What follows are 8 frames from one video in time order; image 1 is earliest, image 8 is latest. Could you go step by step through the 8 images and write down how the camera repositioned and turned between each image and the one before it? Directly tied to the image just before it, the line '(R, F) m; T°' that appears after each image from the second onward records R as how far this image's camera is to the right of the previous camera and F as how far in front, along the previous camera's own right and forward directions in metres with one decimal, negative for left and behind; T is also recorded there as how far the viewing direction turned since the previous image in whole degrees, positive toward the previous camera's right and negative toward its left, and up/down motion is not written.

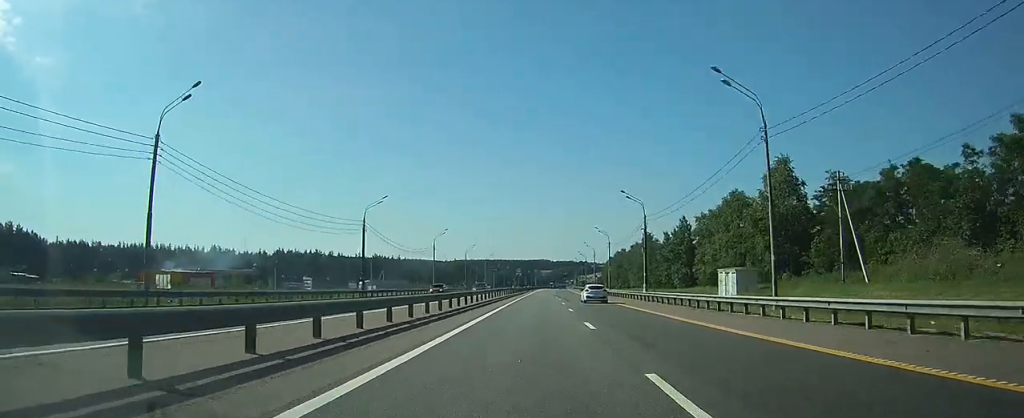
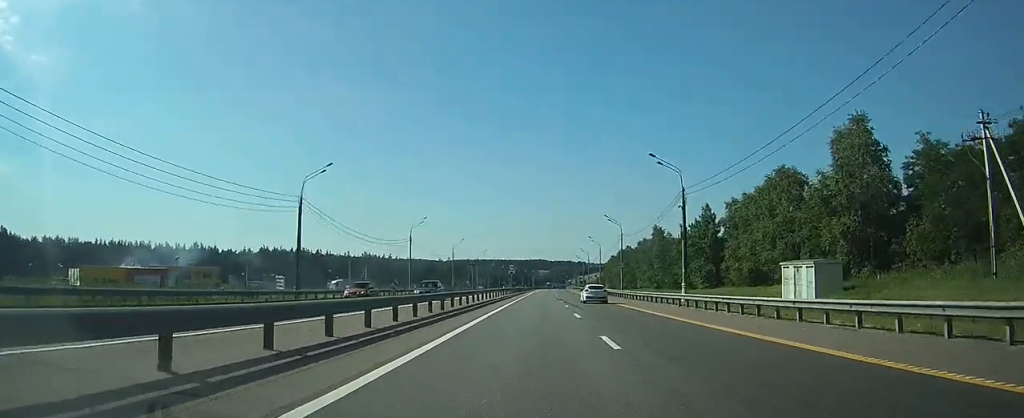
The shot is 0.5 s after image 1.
(+0.1, +17.3) m; 0°
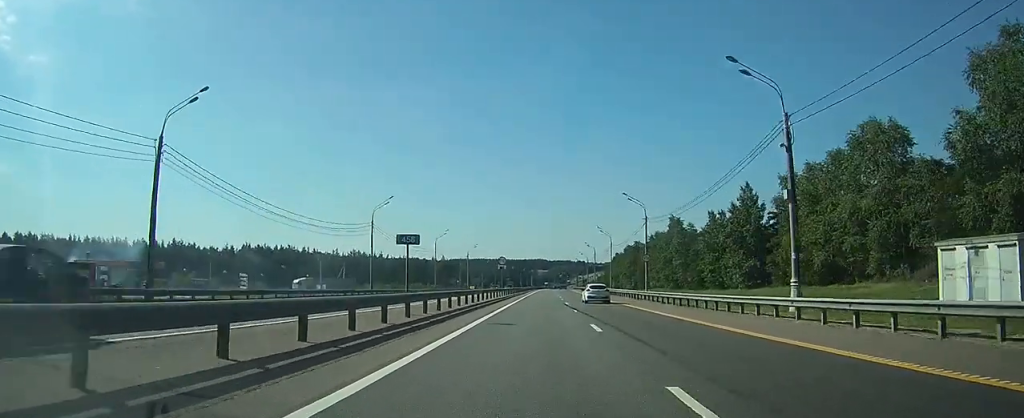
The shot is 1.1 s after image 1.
(+0.1, +19.5) m; 0°
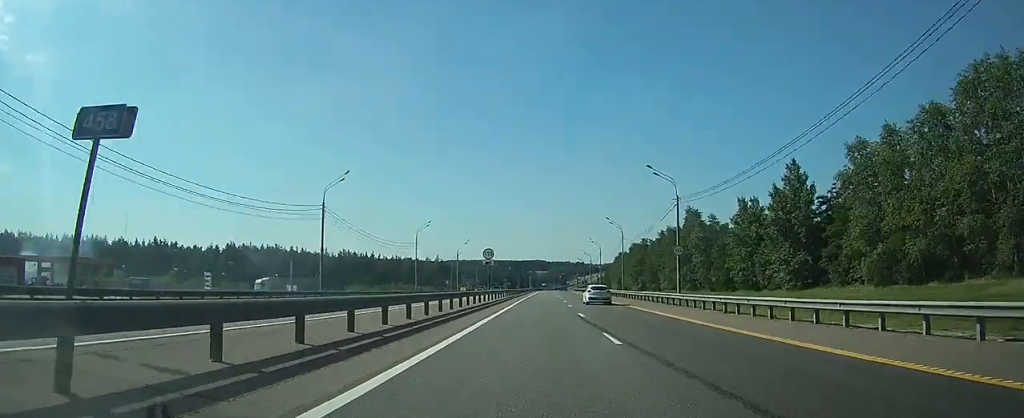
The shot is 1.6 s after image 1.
(+0.1, +15.2) m; 0°
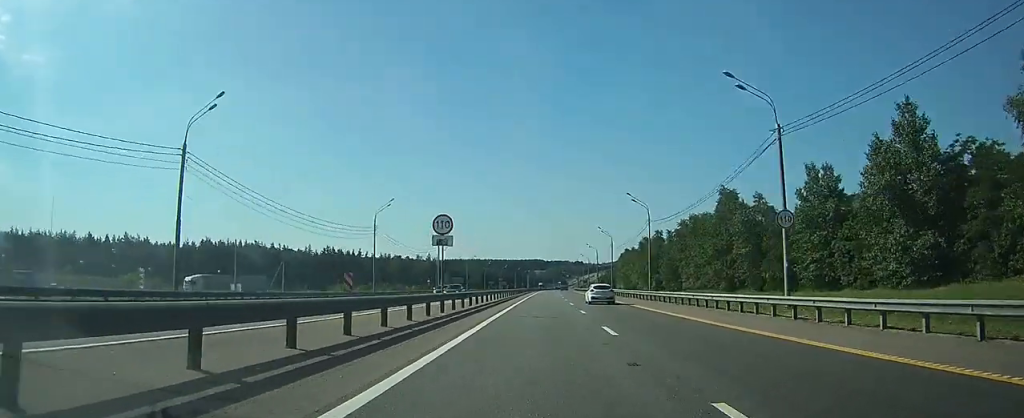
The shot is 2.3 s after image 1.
(+0.1, +21.7) m; 0°
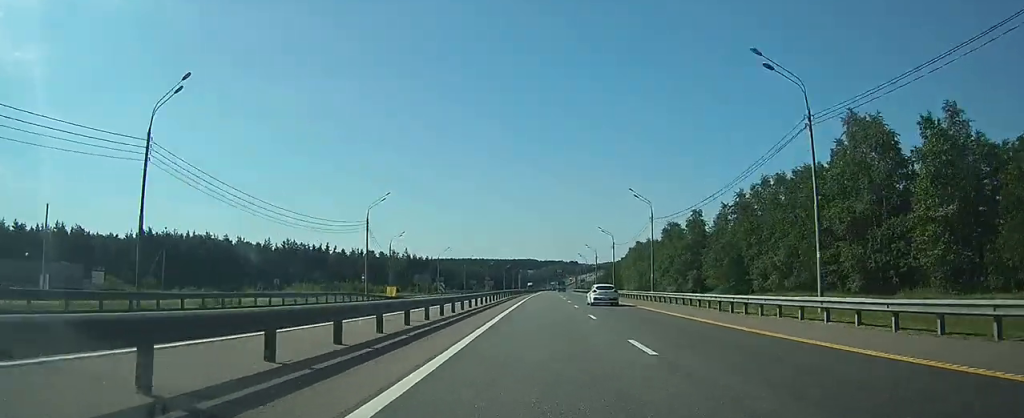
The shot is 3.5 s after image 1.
(+0.1, +40.2) m; 0°
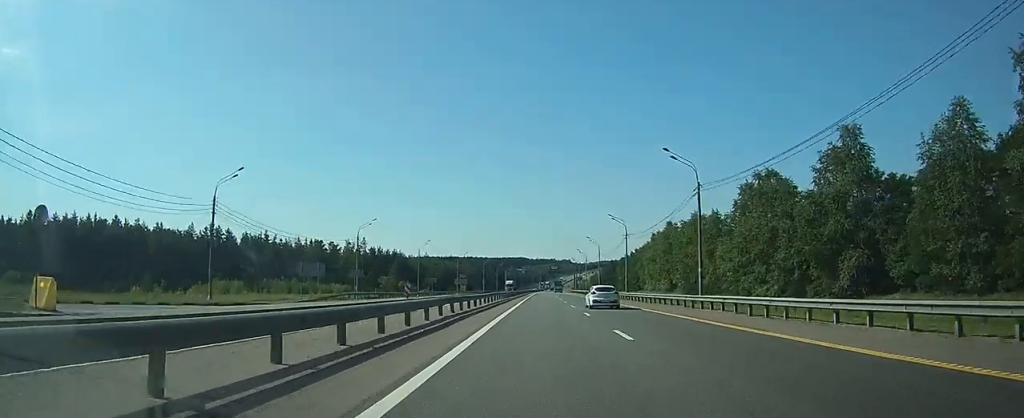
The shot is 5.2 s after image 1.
(+0.2, +57.7) m; +1°
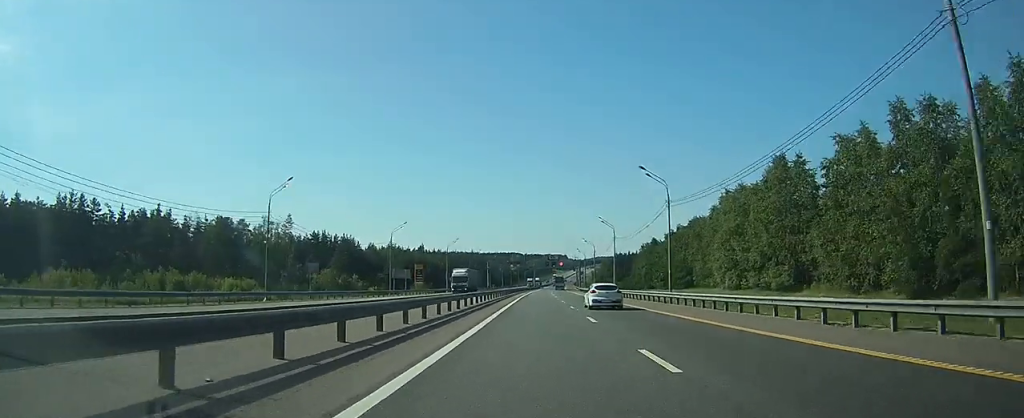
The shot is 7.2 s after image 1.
(+0.8, +69.9) m; +1°
